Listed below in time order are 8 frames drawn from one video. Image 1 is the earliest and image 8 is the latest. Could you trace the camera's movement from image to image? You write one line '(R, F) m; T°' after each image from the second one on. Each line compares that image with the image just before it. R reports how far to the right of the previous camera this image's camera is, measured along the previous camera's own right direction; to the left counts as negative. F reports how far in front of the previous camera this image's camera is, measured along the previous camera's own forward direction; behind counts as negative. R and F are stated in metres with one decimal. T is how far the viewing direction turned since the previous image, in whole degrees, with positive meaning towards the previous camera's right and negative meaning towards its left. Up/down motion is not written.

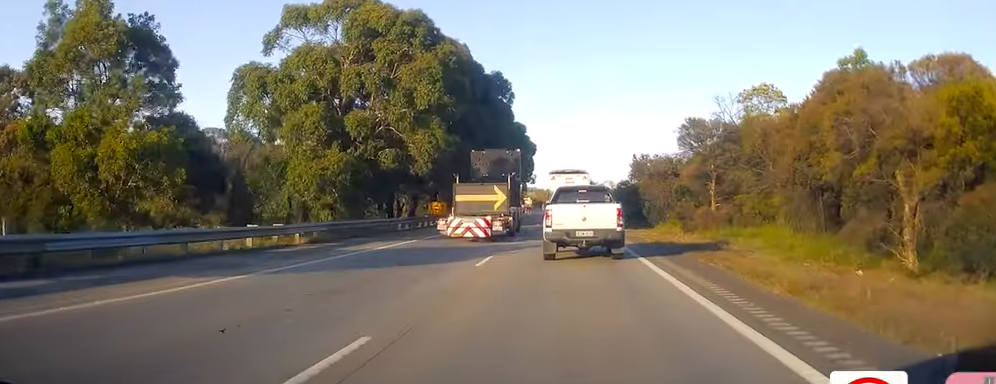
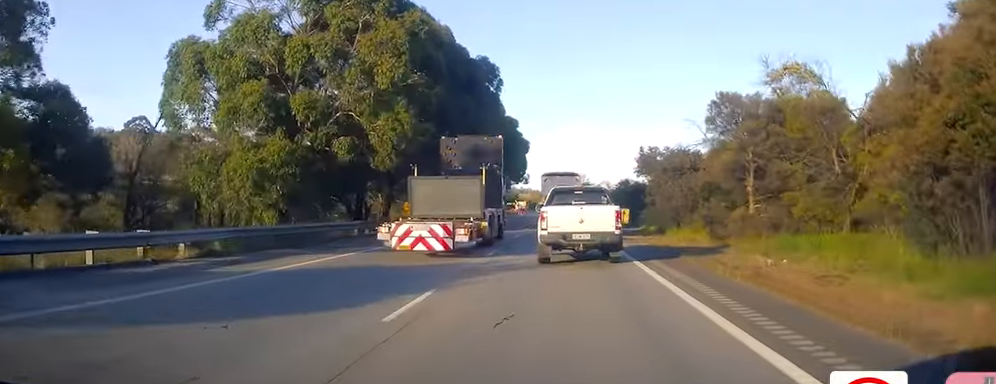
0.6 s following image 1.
(0.0, +7.7) m; 0°
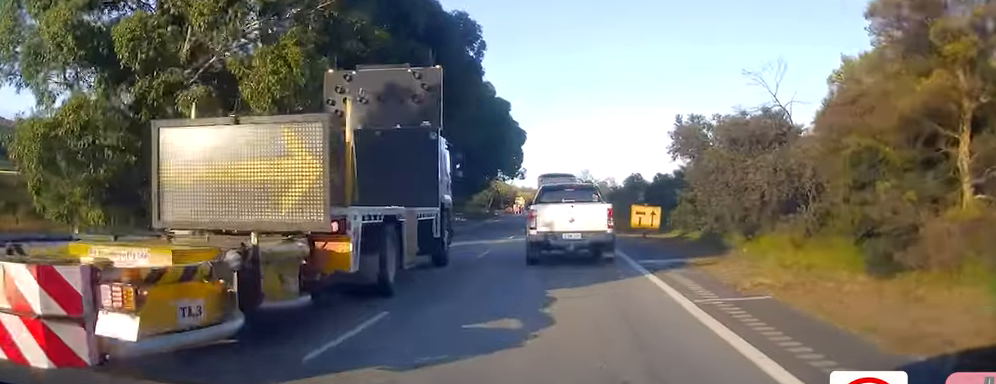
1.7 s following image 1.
(+0.2, +14.4) m; +1°
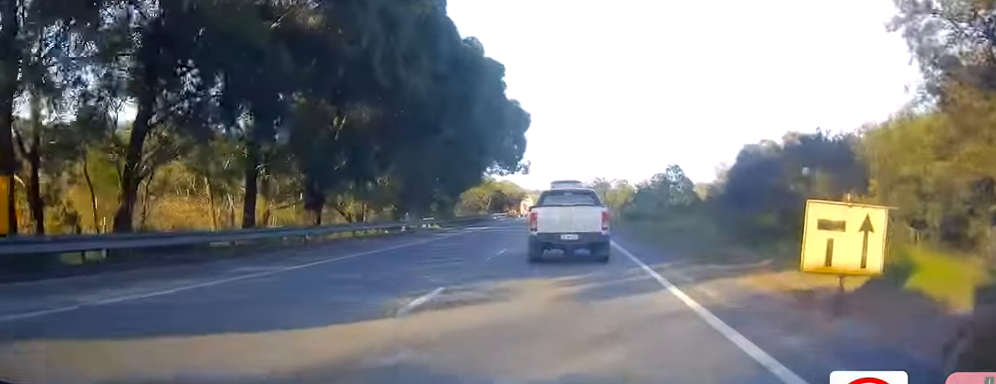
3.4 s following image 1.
(-0.5, +21.3) m; -3°
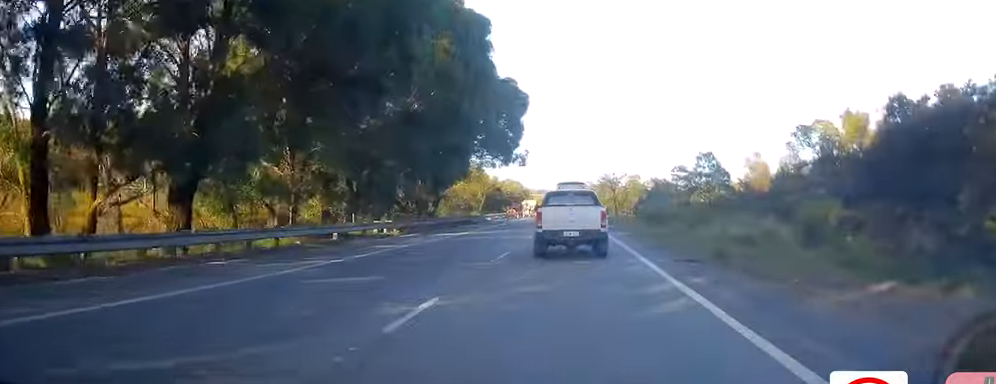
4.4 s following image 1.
(+0.1, +13.1) m; +2°
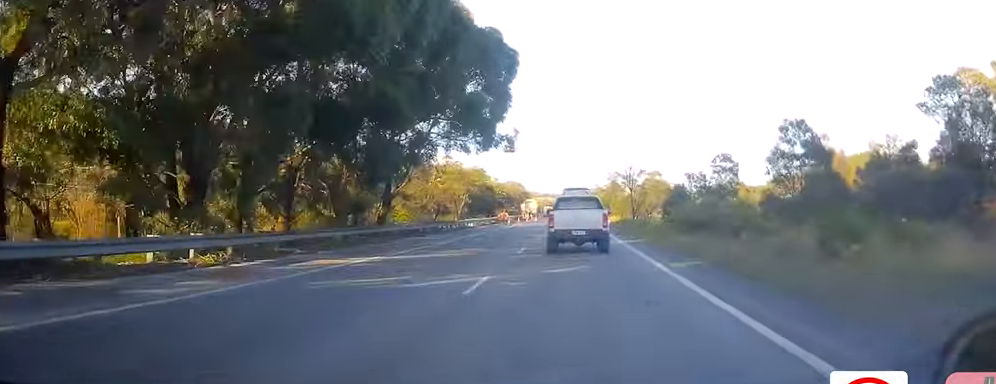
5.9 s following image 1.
(0.0, +18.9) m; -1°
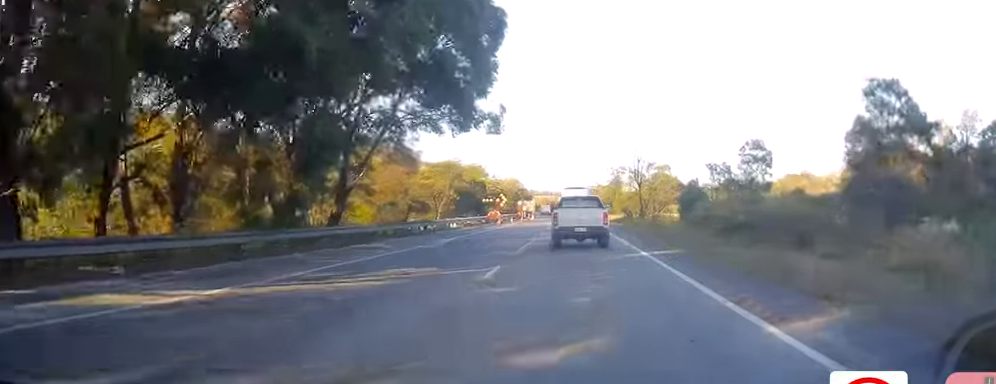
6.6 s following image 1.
(0.0, +9.4) m; 0°
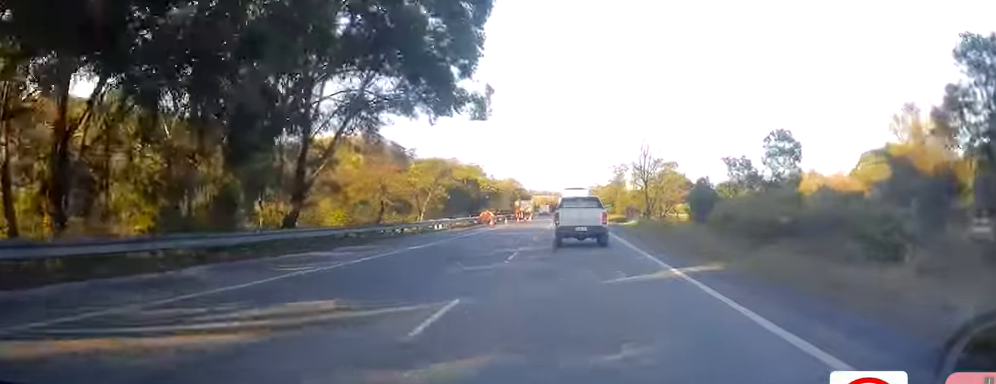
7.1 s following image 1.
(0.0, +6.0) m; +1°
